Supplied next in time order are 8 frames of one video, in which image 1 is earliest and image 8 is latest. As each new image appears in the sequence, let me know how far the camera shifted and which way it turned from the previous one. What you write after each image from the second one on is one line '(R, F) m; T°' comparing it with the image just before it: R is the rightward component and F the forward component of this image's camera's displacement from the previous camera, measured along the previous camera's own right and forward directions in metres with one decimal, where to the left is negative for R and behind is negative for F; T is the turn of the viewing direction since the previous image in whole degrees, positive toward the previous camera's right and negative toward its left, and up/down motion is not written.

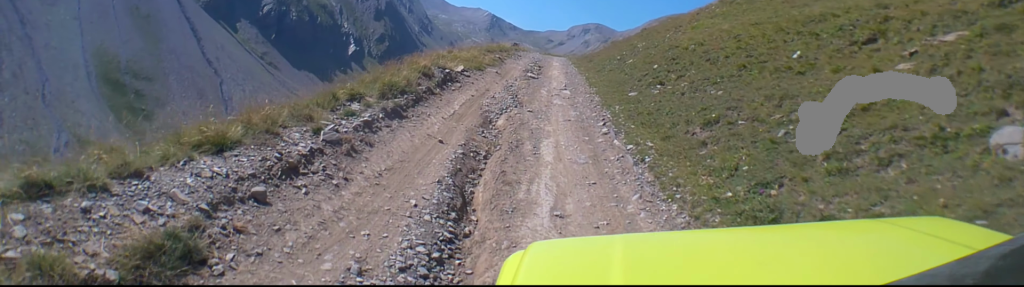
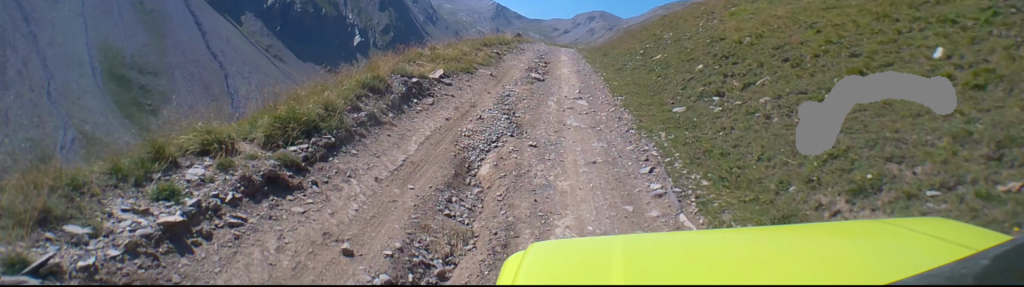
(+0.3, +3.9) m; -4°
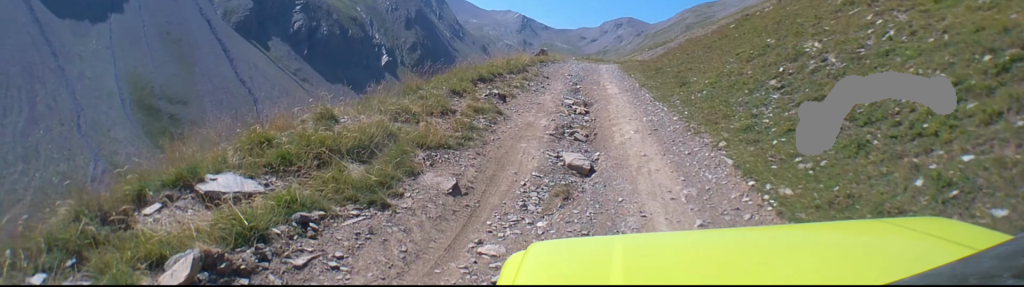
(-0.3, +8.4) m; -1°
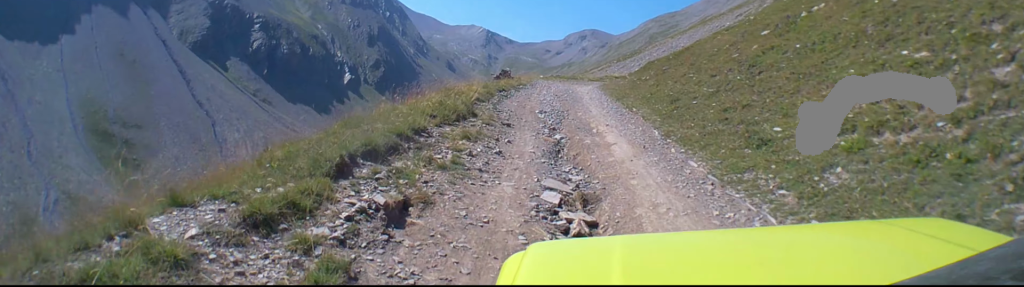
(-0.4, +6.1) m; 0°
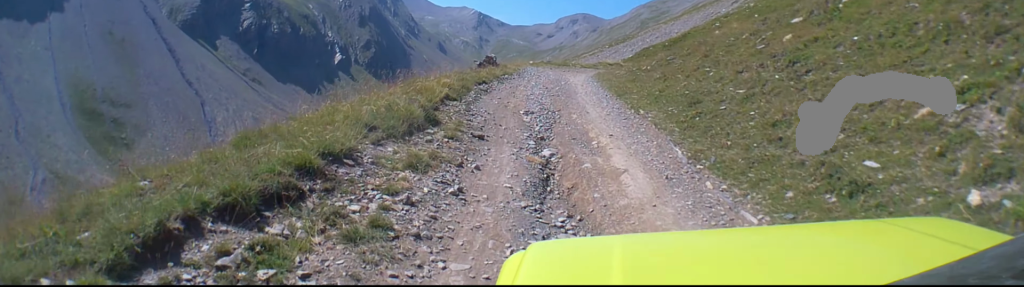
(+0.1, +2.4) m; 0°
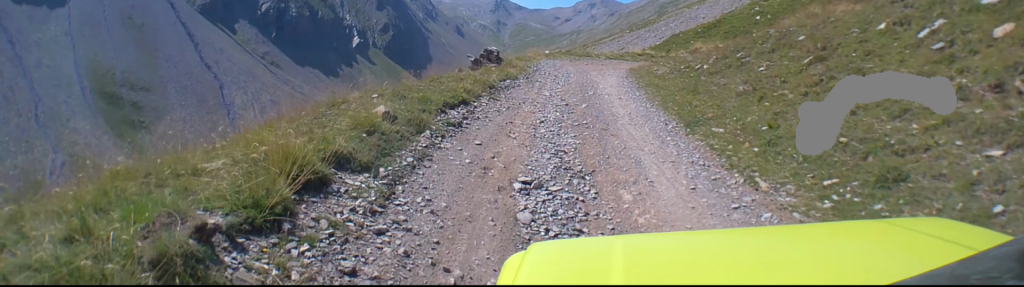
(+0.4, +5.1) m; 0°
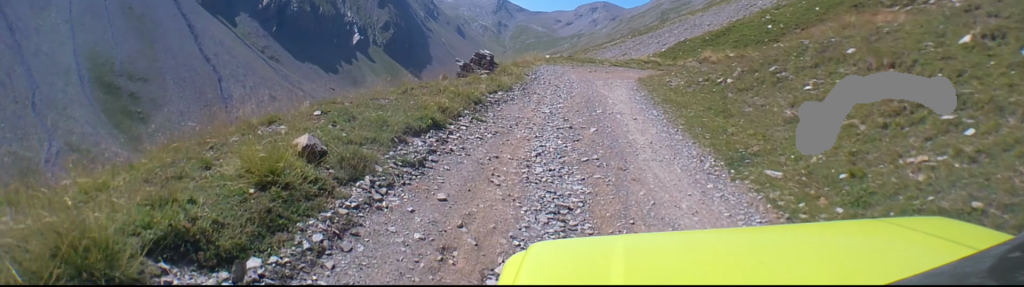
(-0.5, +1.8) m; 0°
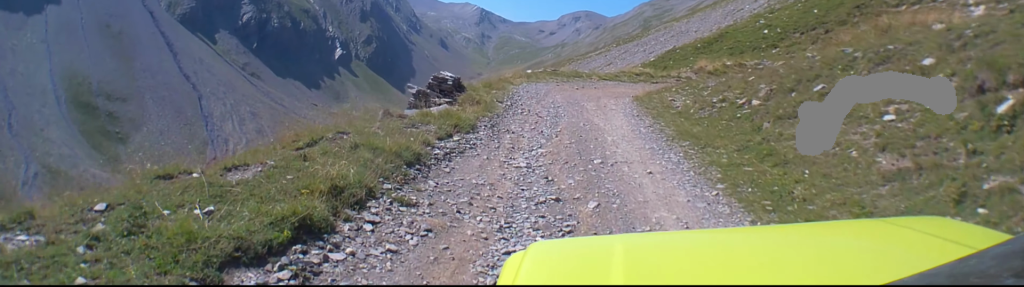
(+0.2, +2.4) m; +2°
